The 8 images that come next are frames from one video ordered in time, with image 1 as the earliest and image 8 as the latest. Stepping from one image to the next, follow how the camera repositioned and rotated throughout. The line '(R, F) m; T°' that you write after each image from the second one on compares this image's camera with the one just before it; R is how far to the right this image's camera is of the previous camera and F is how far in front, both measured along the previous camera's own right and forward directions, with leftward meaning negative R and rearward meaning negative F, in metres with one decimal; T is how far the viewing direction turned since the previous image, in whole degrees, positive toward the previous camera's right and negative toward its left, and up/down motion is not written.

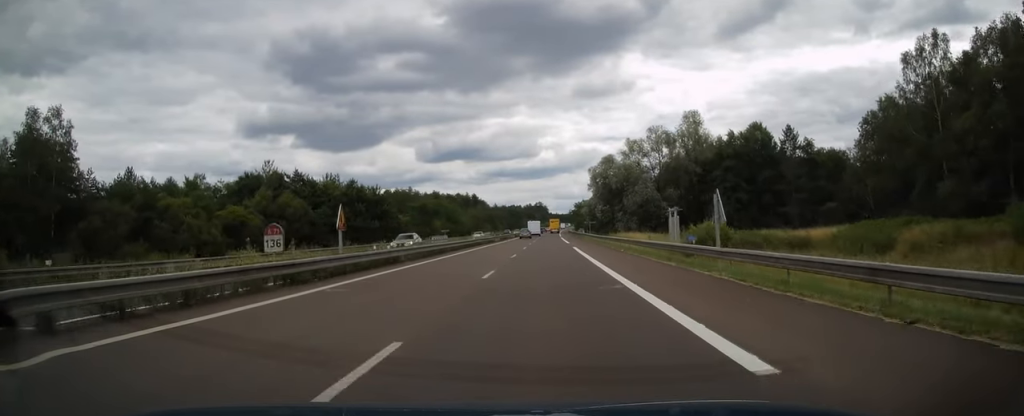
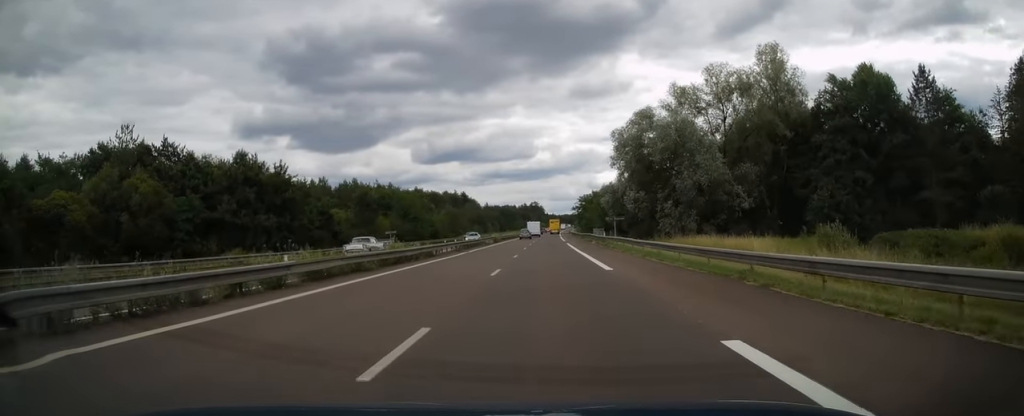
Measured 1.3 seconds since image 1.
(+0.1, +37.6) m; +1°
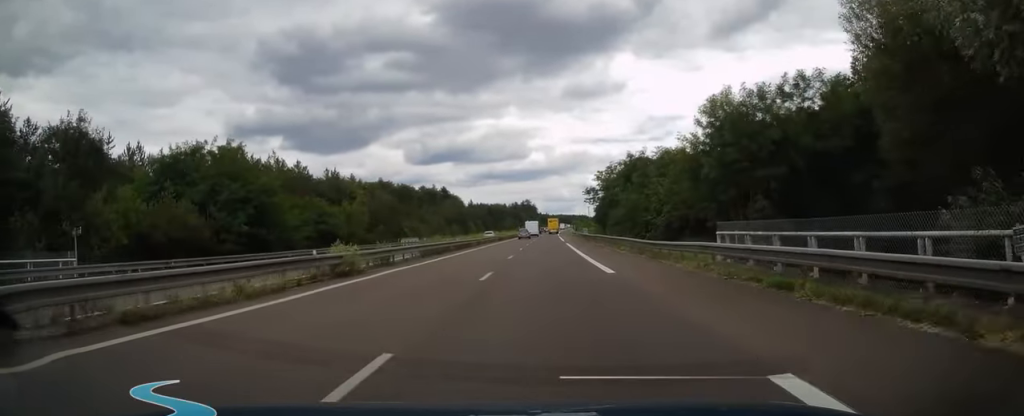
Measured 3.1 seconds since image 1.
(+0.4, +53.3) m; 0°
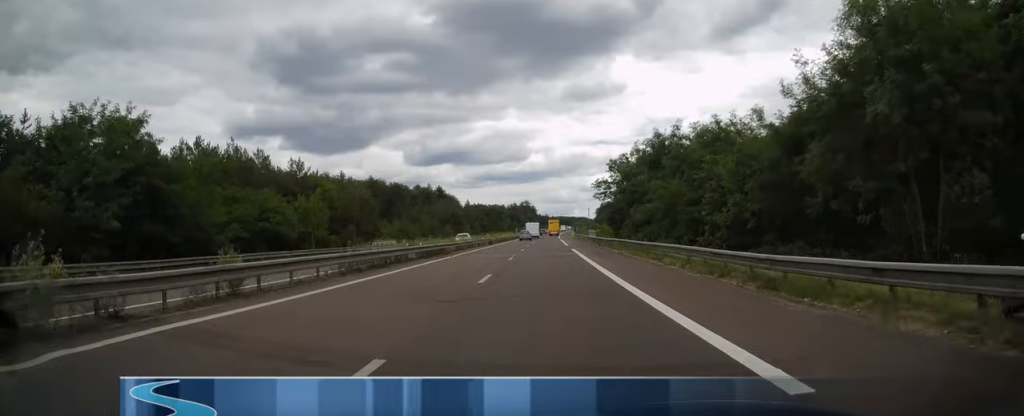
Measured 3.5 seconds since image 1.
(0.0, +13.2) m; 0°
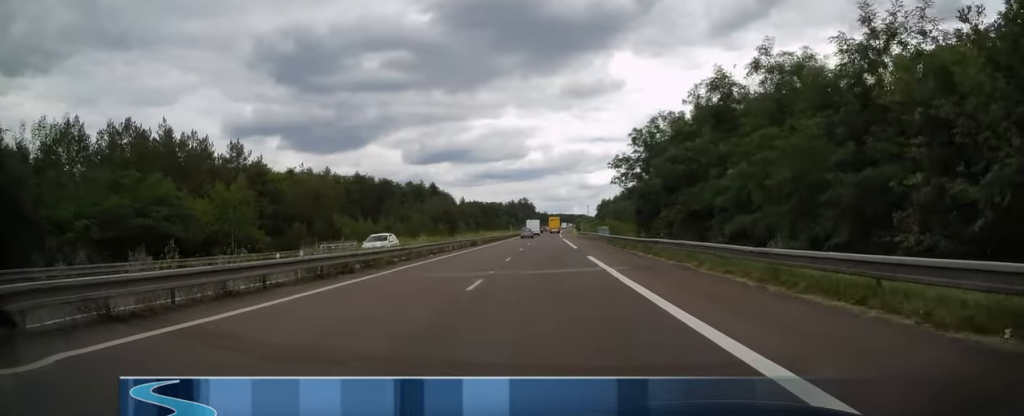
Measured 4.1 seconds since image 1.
(0.0, +15.7) m; 0°
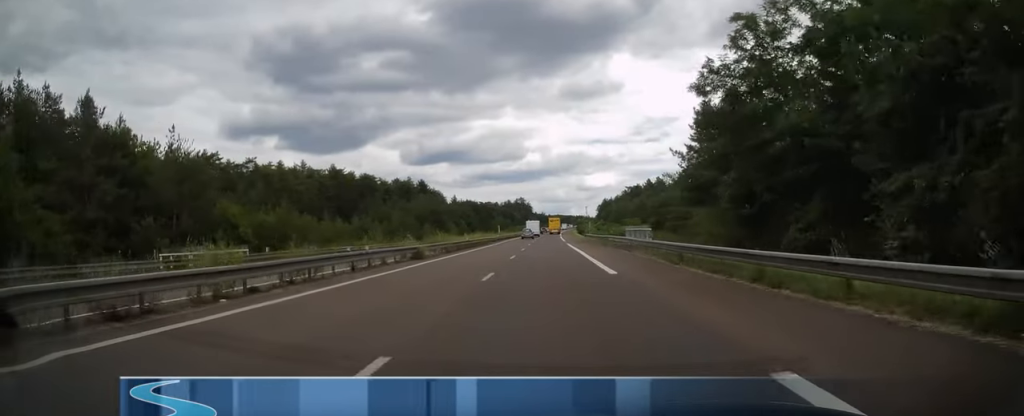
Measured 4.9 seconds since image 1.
(0.0, +23.0) m; 0°
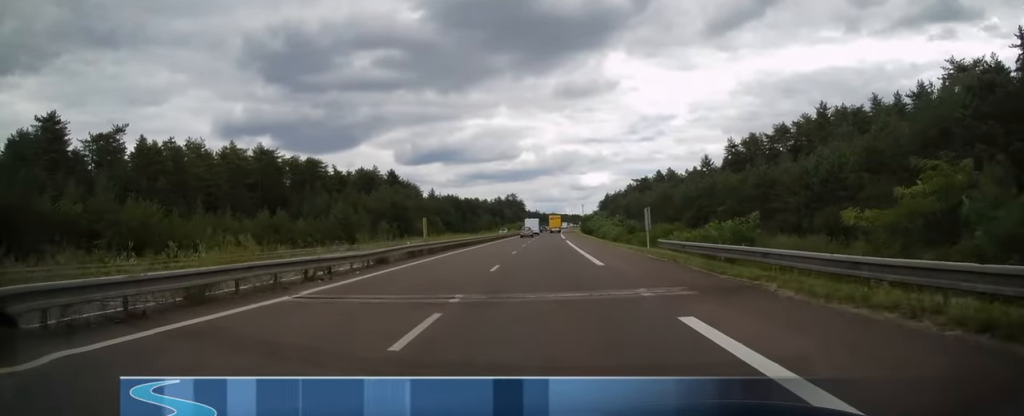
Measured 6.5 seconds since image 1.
(0.0, +48.4) m; 0°
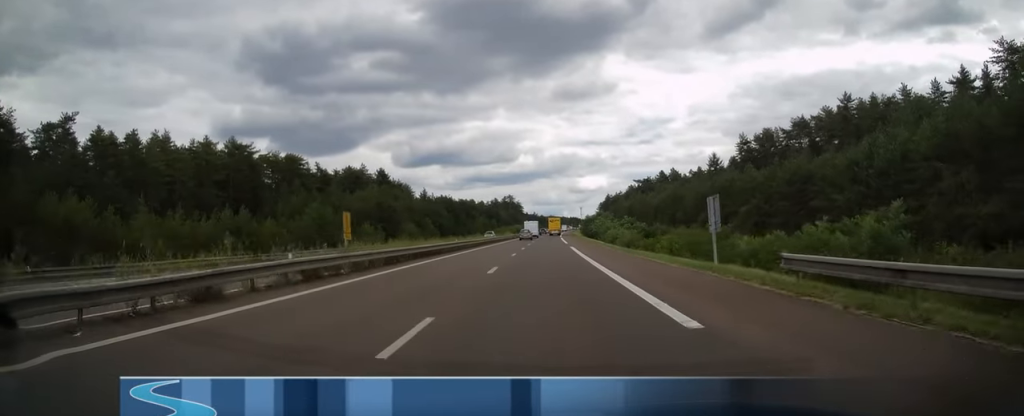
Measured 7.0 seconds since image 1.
(0.0, +13.2) m; 0°
